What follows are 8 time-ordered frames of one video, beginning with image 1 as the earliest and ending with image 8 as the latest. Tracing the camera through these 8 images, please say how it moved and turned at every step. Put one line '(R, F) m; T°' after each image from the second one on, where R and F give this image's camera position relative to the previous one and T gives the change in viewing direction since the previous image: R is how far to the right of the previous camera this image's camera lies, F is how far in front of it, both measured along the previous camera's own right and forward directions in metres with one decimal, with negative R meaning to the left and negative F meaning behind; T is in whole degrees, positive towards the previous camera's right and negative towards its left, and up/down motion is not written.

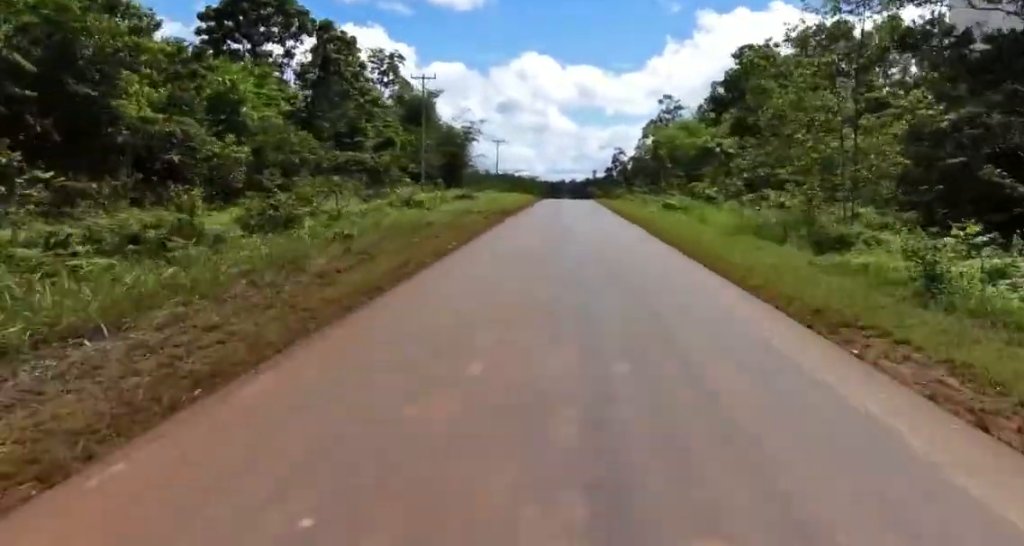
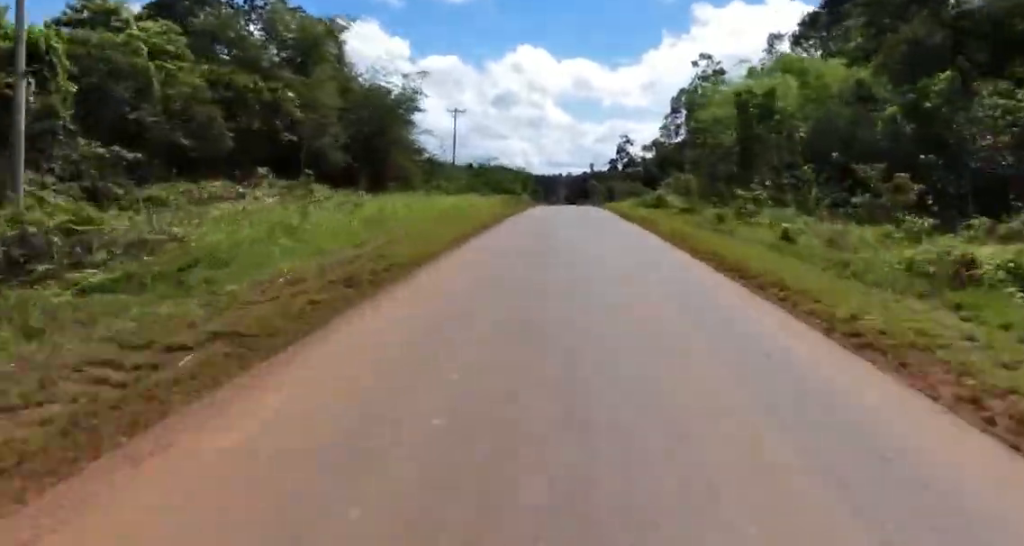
(+0.3, +39.6) m; +1°
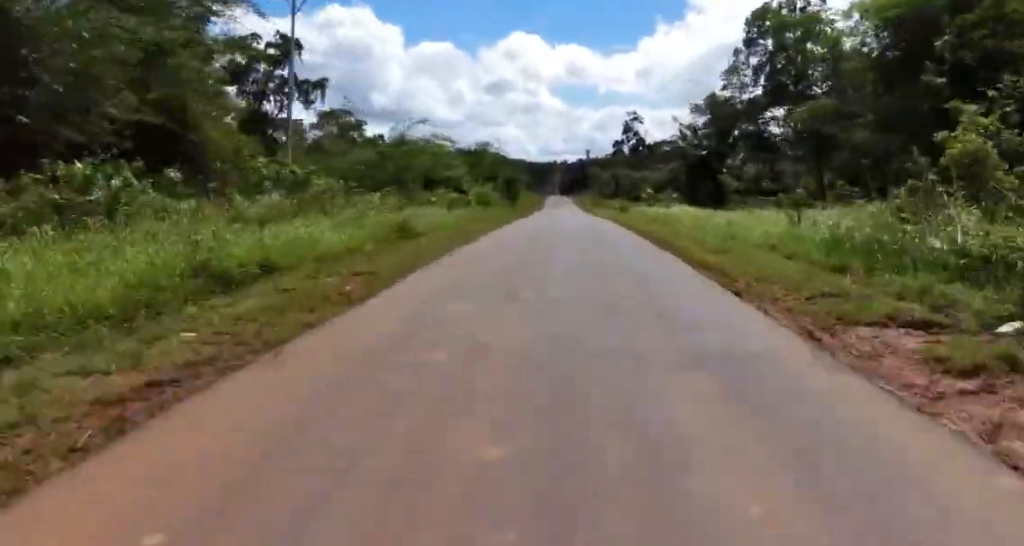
(+1.6, +39.6) m; +3°
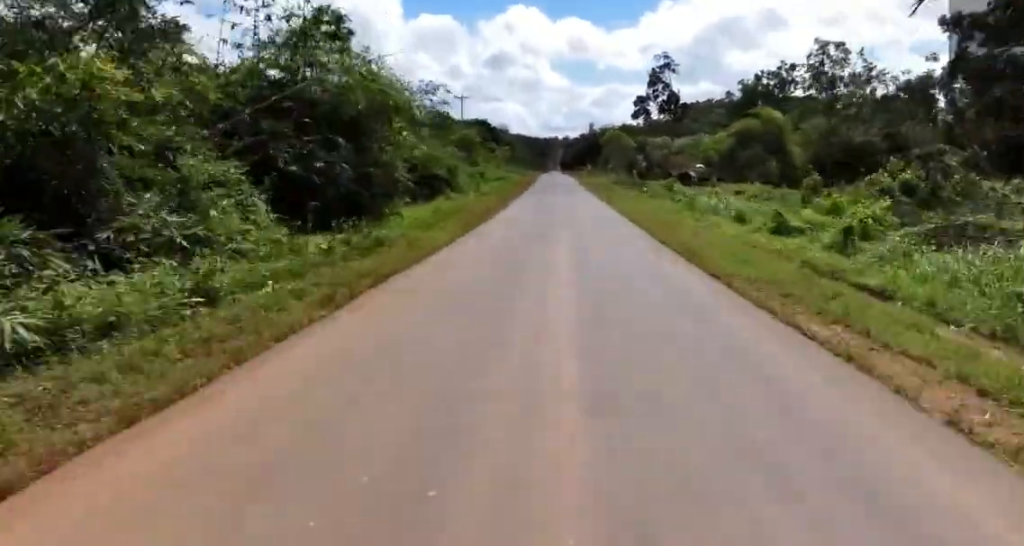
(-1.0, +52.6) m; -2°
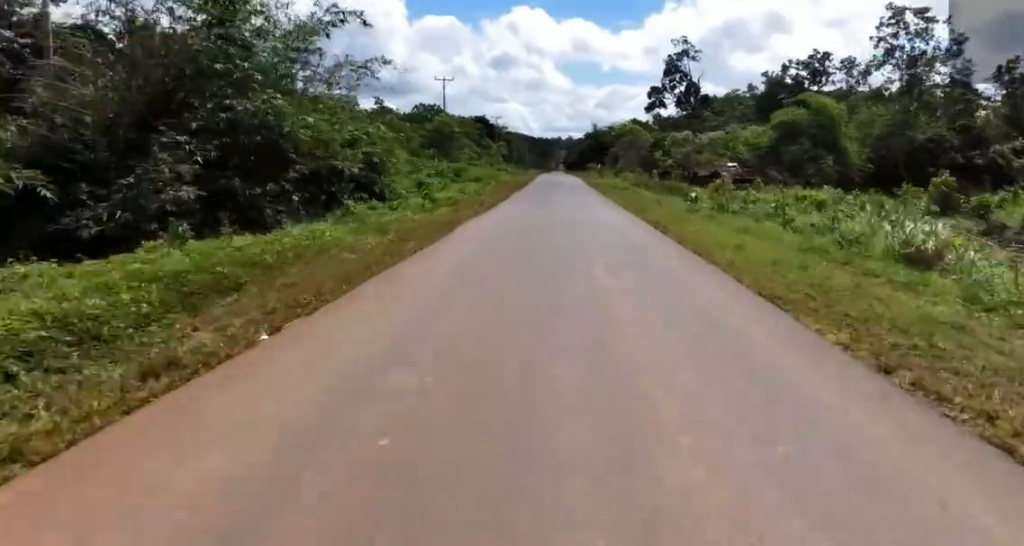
(0.0, +15.0) m; +1°
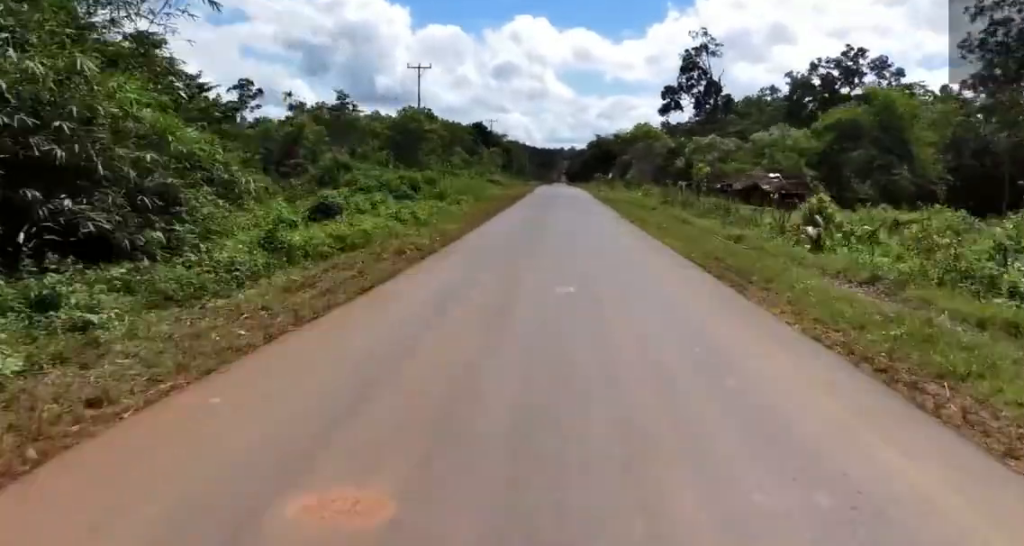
(-0.3, +13.3) m; +1°
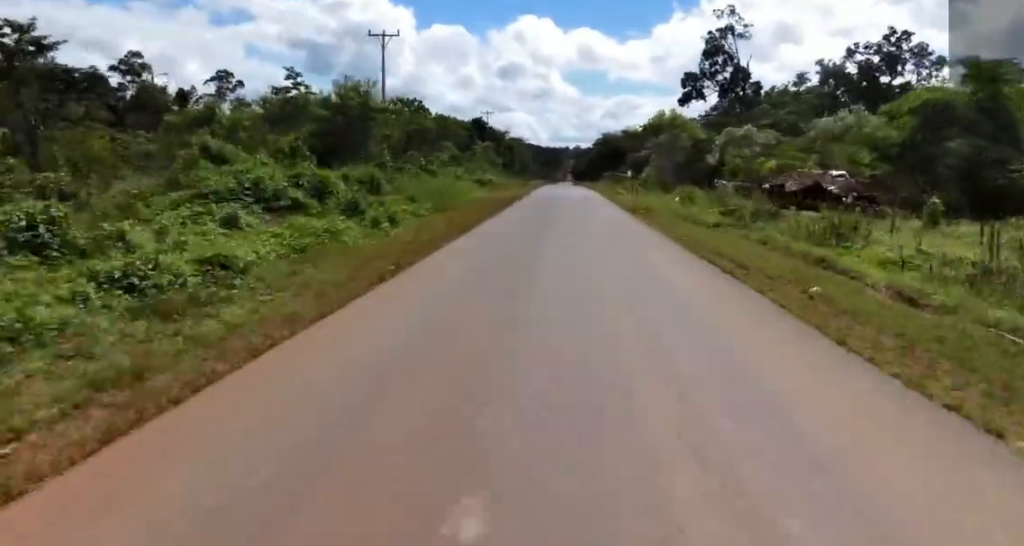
(+0.1, +13.3) m; +1°
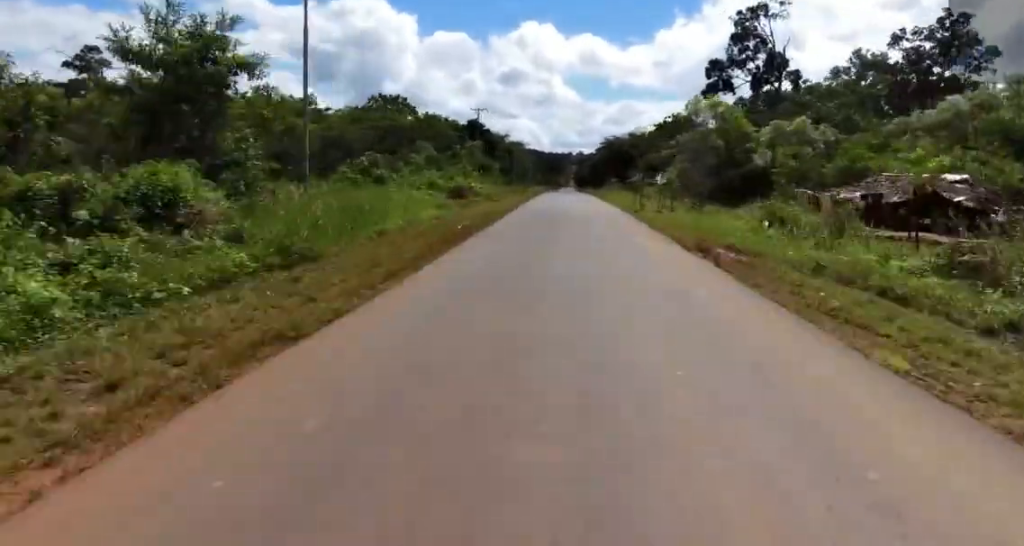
(+0.7, +13.4) m; 0°
